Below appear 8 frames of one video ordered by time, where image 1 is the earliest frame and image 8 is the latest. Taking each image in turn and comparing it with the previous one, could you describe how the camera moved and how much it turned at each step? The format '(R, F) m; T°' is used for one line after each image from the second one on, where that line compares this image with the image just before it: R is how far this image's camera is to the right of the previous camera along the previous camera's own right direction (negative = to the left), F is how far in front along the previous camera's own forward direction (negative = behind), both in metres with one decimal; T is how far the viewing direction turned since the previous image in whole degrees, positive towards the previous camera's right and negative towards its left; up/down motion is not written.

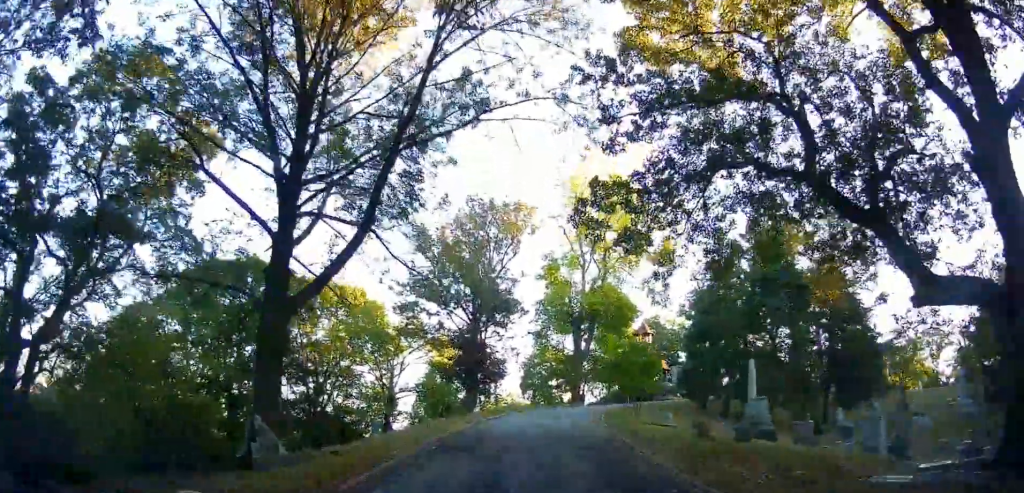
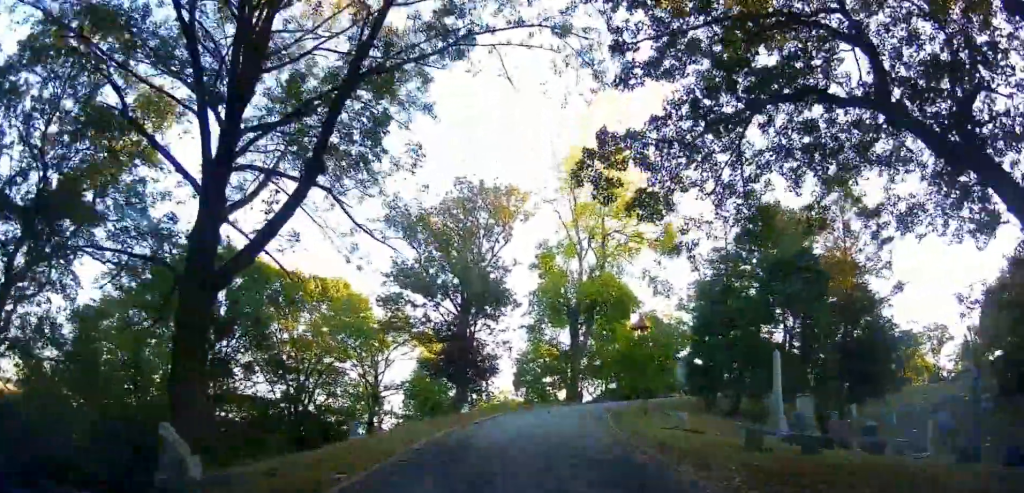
(0.0, +3.4) m; +1°
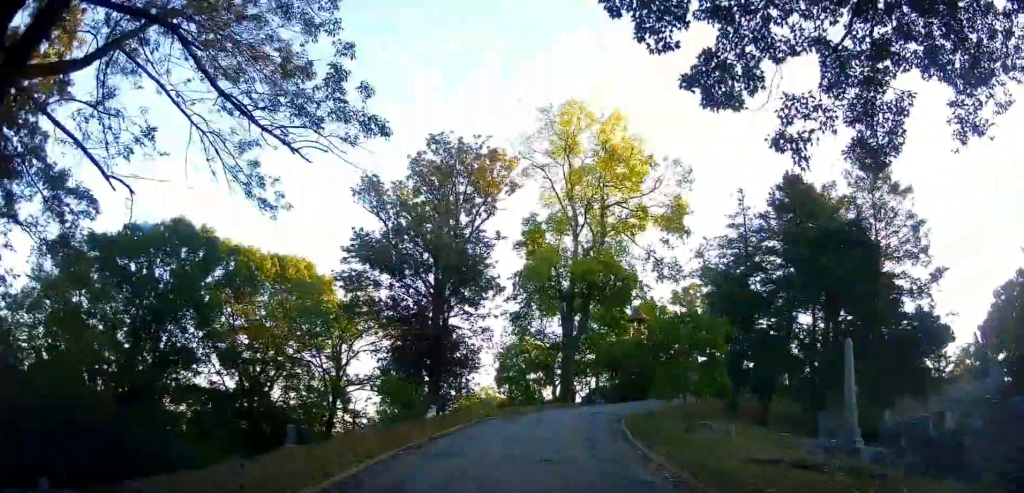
(-0.1, +6.7) m; +5°
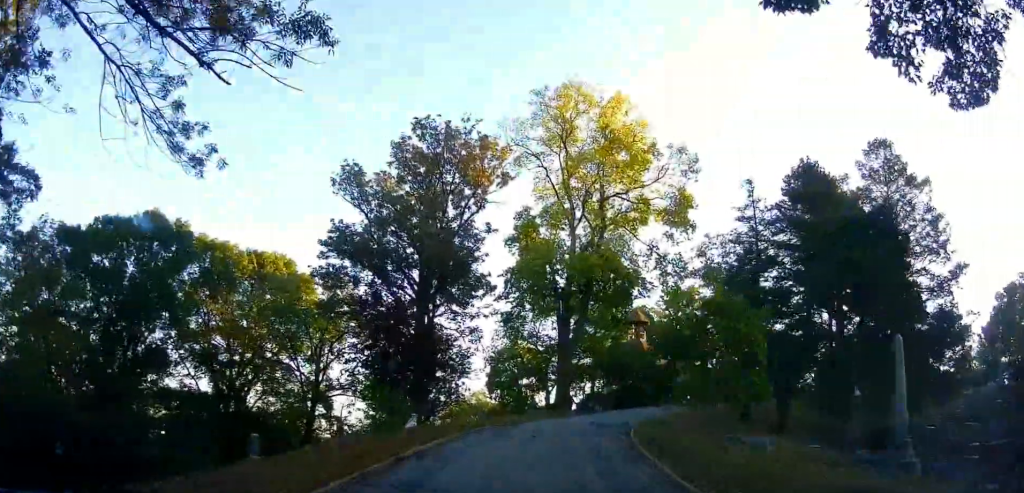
(+0.5, +3.0) m; +3°
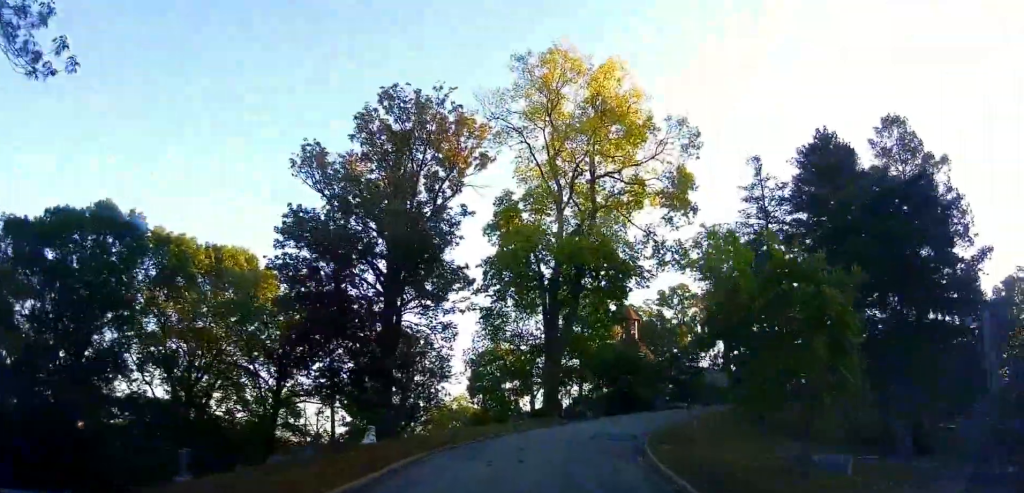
(-0.1, +4.2) m; +1°
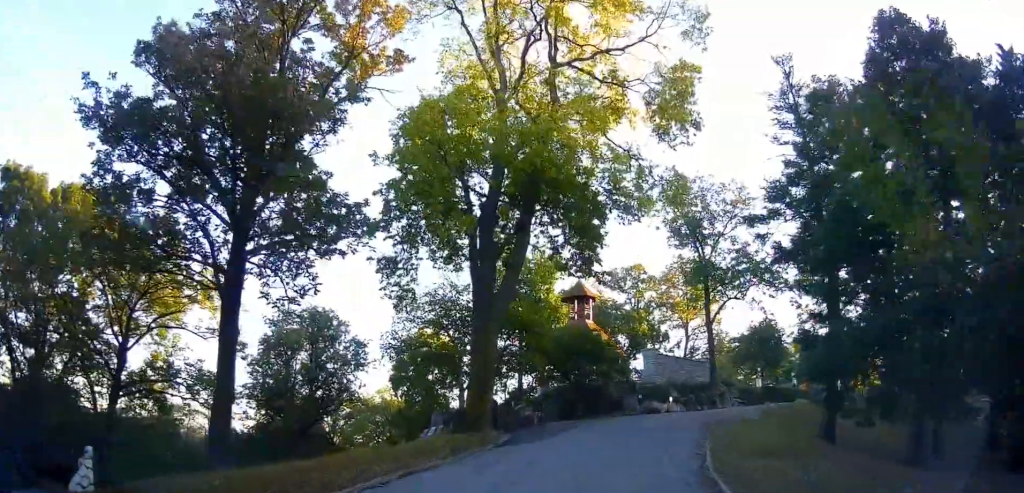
(+0.2, +10.9) m; +1°
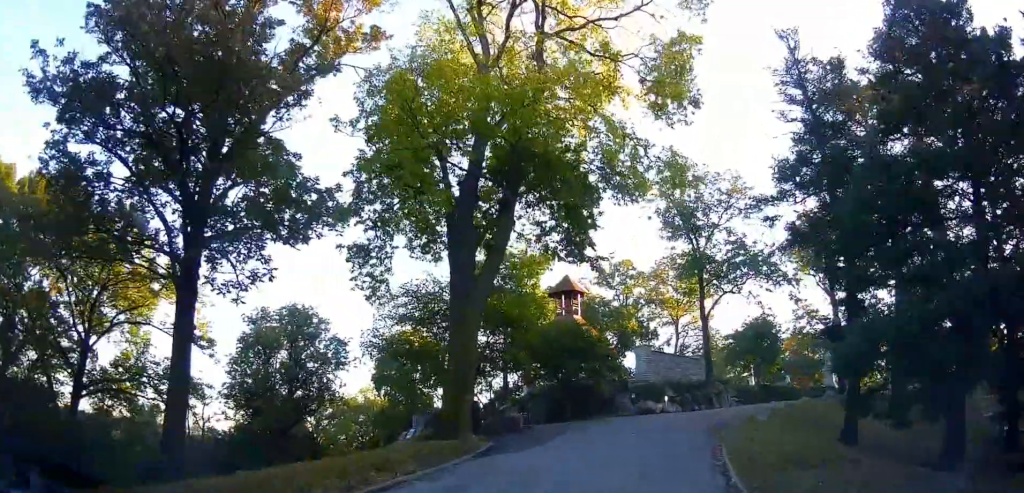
(-0.1, +2.1) m; +1°
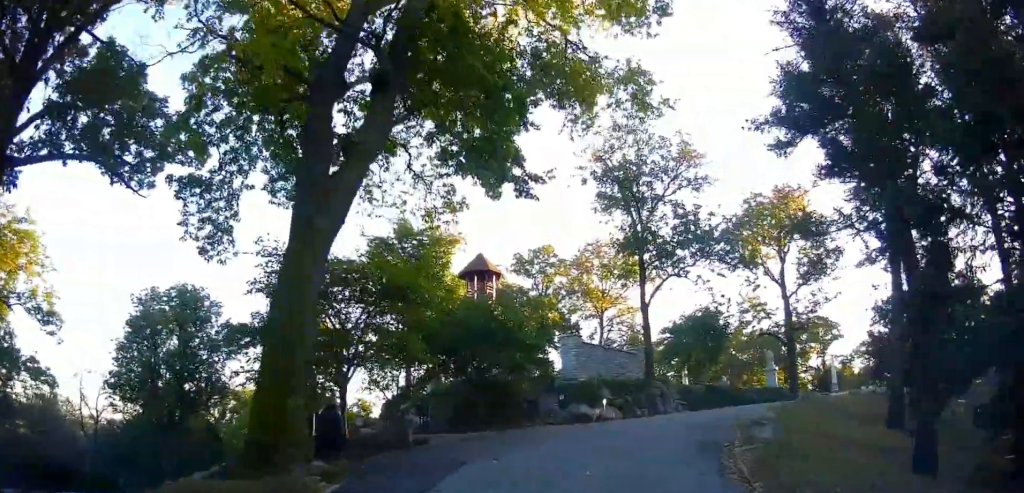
(+0.8, +6.6) m; +10°
